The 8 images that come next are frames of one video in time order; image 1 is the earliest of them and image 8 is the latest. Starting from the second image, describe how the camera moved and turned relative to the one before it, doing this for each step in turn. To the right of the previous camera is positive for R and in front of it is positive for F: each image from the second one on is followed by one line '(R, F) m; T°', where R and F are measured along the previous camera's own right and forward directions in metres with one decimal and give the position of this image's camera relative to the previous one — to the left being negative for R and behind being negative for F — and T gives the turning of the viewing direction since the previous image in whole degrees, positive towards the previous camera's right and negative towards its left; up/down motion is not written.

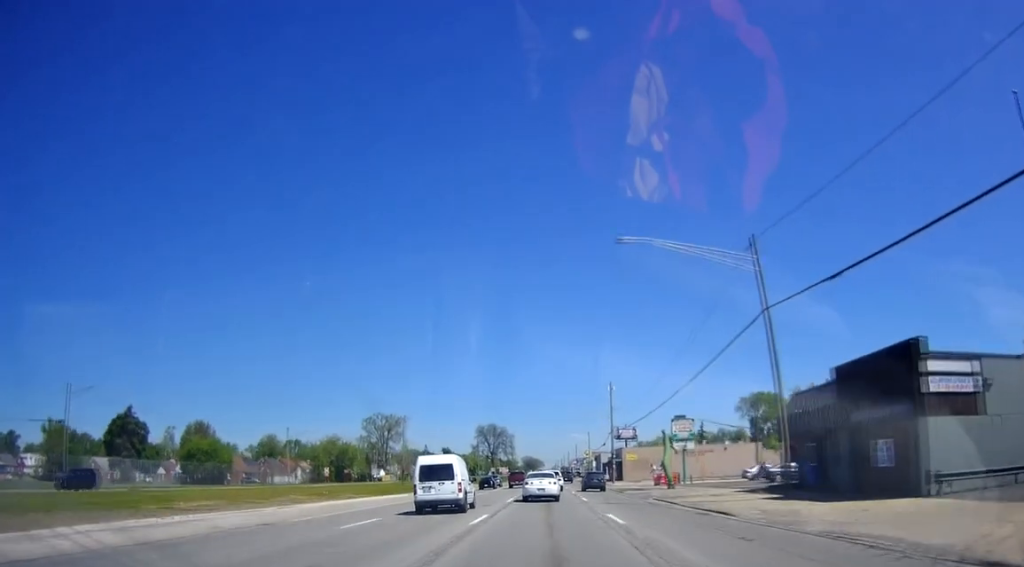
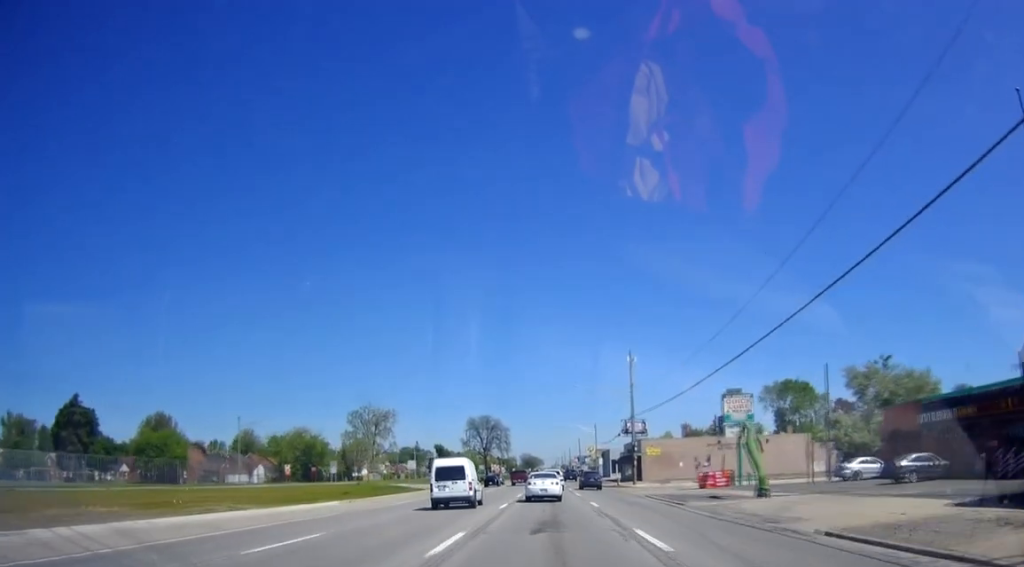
(+0.3, +21.4) m; +3°
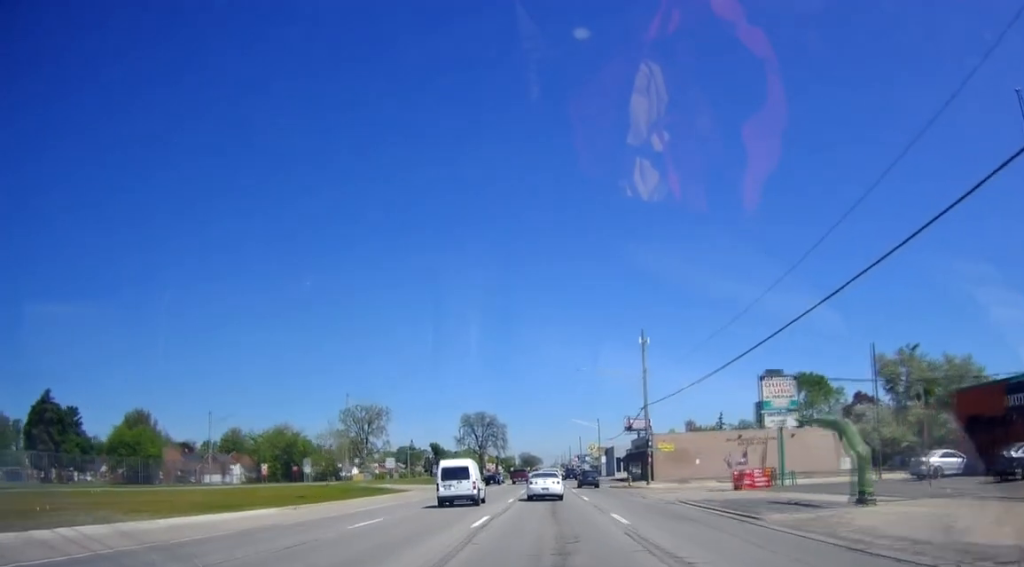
(+0.4, +9.6) m; +1°
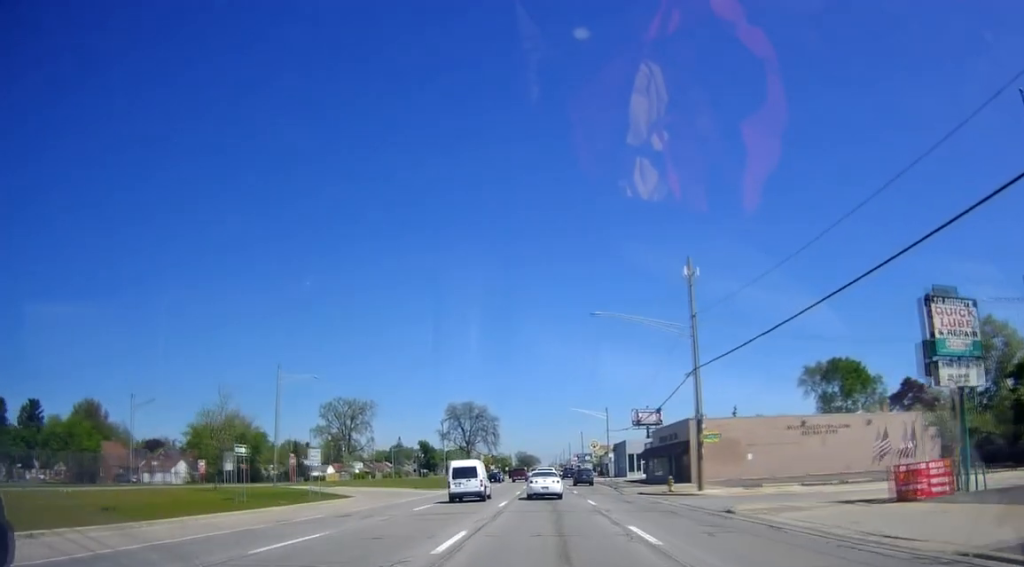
(-0.1, +20.3) m; 0°
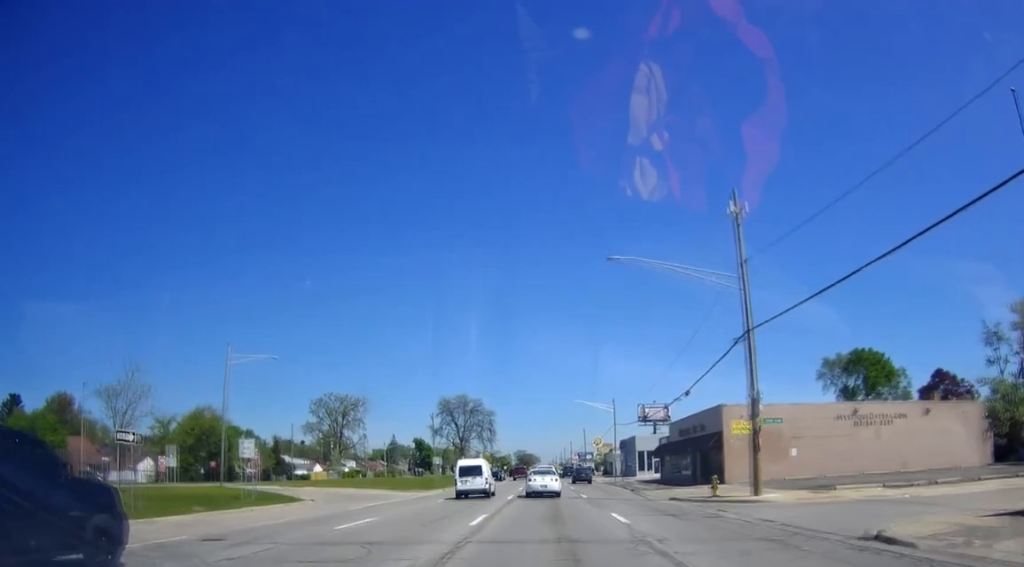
(+0.2, +10.3) m; -1°
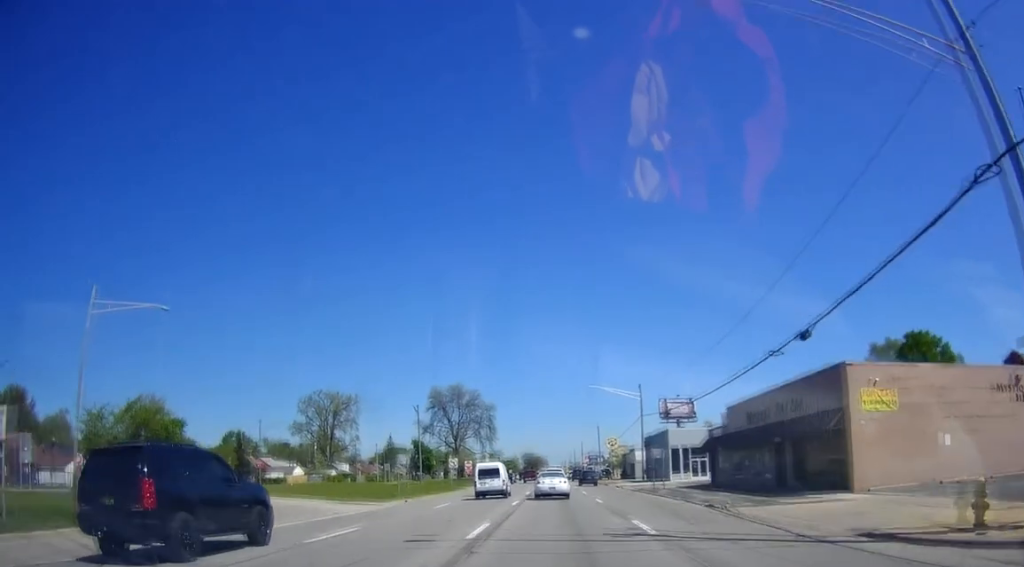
(-0.3, +18.6) m; -1°
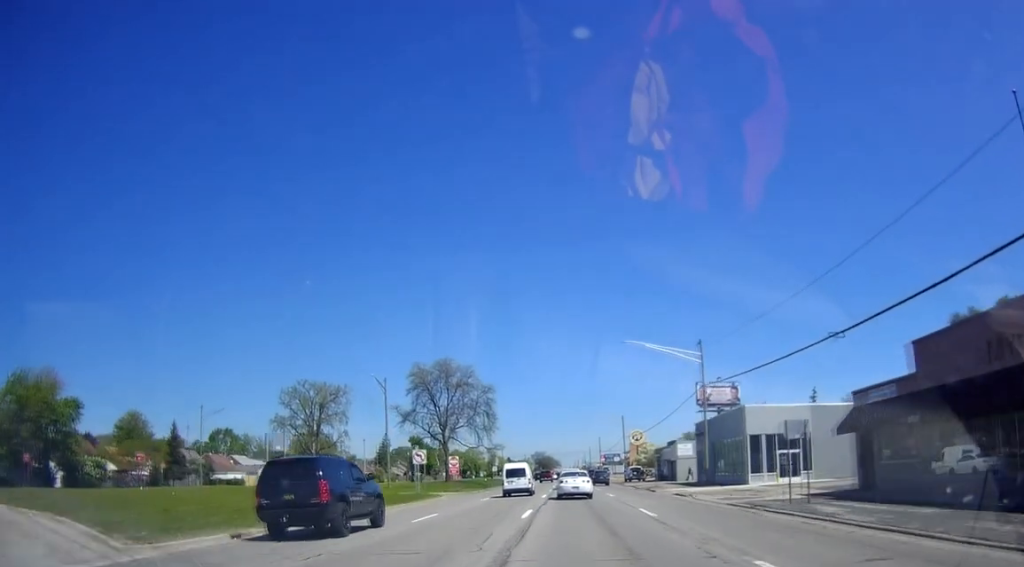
(0.0, +23.7) m; -1°
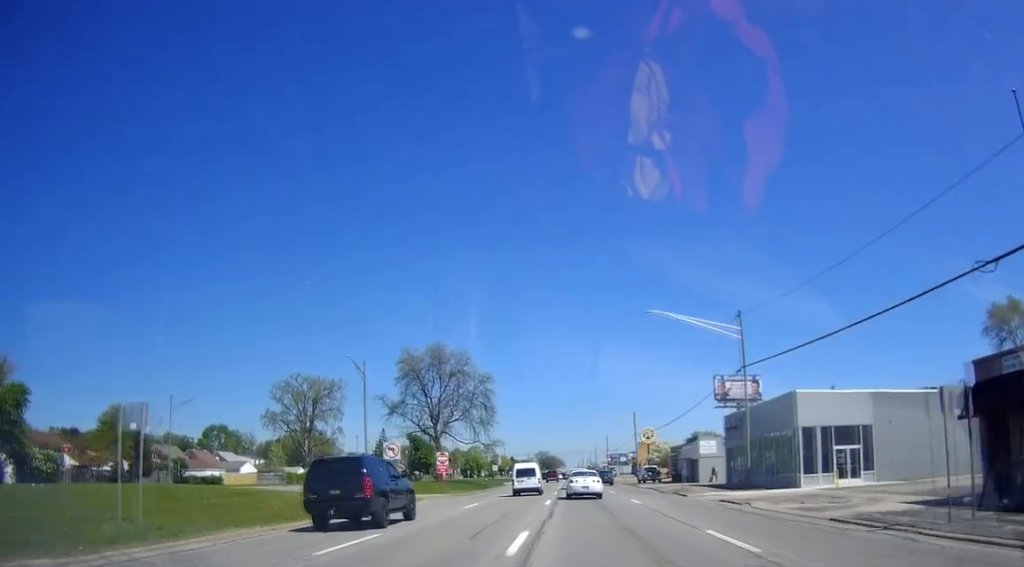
(-0.1, +9.2) m; 0°
